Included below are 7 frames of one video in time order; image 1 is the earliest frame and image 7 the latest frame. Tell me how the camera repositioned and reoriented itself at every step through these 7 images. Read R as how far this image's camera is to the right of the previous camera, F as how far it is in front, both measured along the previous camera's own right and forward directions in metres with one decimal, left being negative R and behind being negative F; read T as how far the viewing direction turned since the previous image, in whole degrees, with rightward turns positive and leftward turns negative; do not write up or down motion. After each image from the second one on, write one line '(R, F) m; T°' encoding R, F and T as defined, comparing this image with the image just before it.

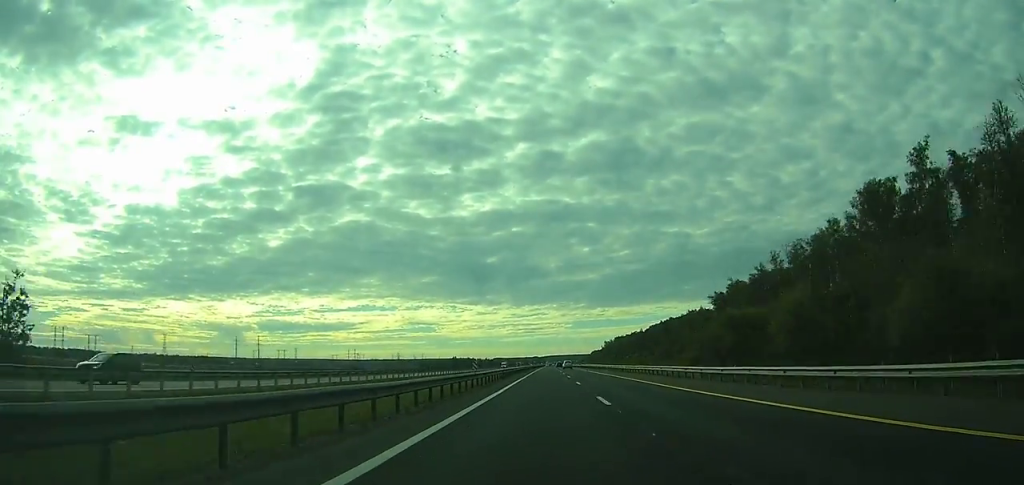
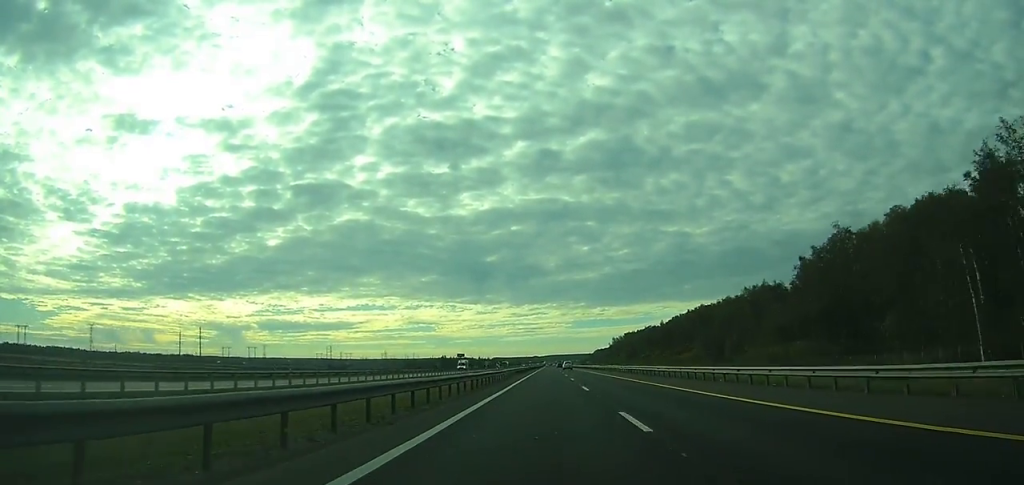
(0.0, +67.9) m; 0°
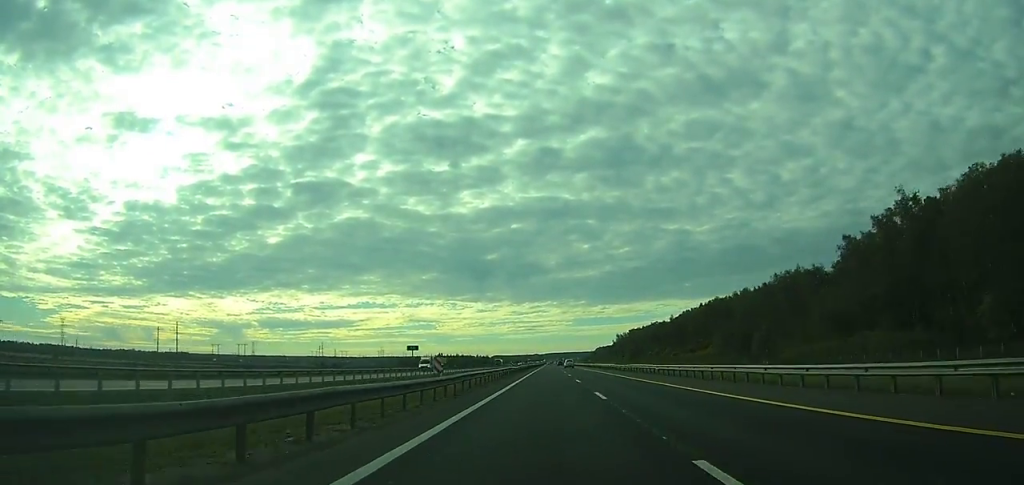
(0.0, +22.7) m; 0°
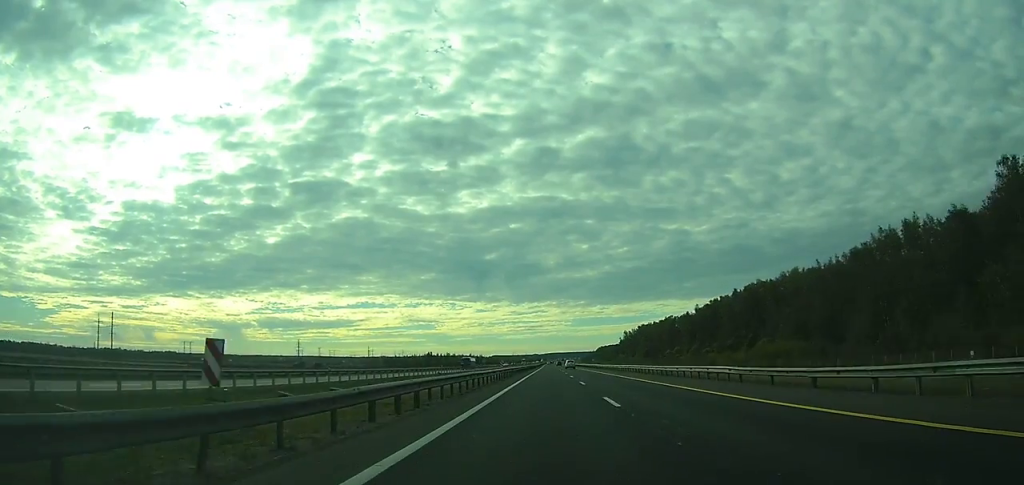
(+0.2, +49.3) m; 0°
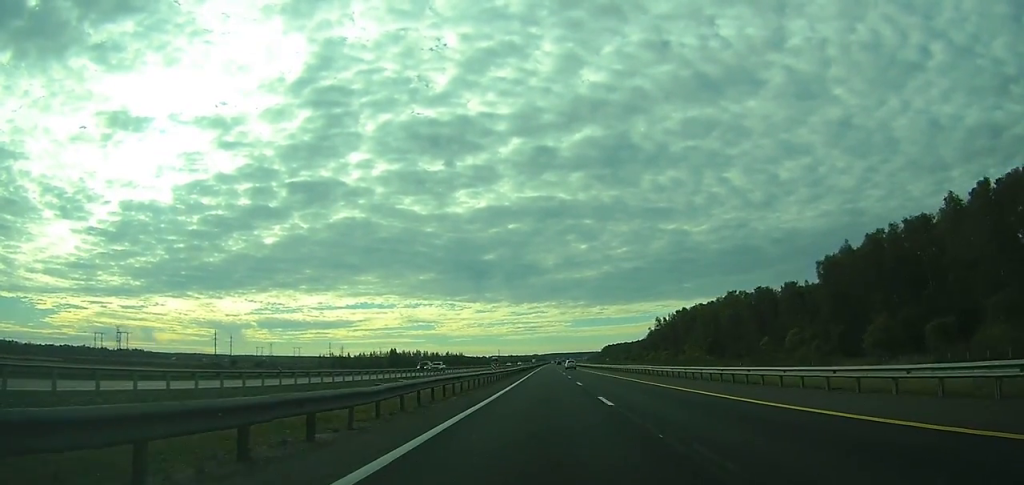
(+0.1, +136.7) m; 0°
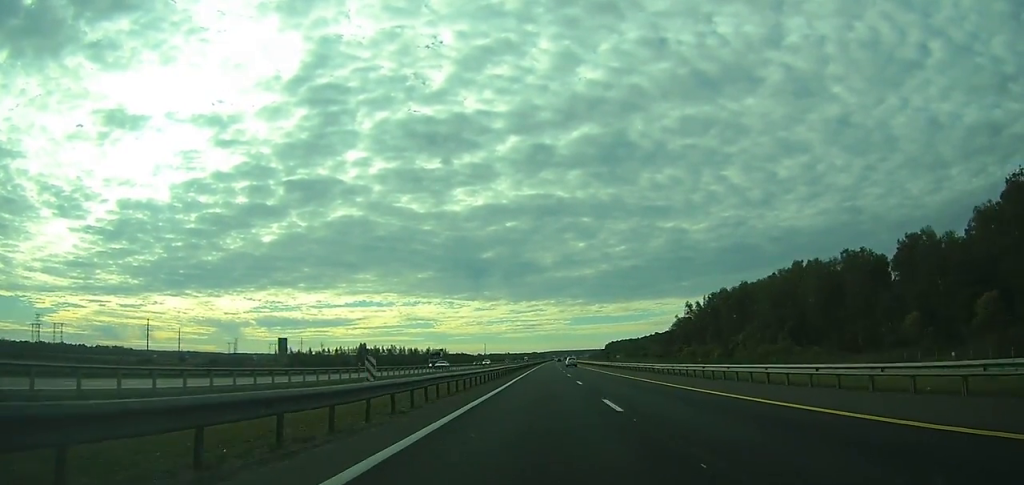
(0.0, +72.6) m; 0°
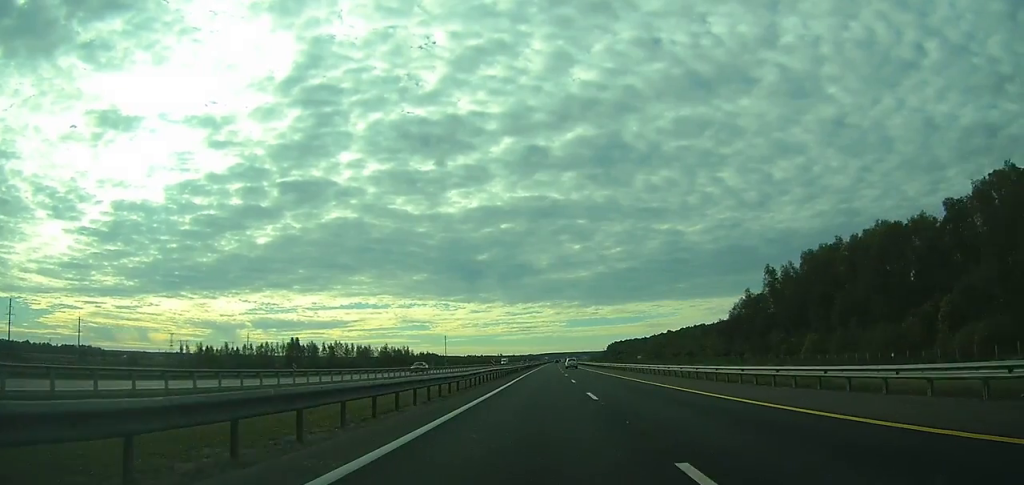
(-0.2, +91.1) m; 0°
